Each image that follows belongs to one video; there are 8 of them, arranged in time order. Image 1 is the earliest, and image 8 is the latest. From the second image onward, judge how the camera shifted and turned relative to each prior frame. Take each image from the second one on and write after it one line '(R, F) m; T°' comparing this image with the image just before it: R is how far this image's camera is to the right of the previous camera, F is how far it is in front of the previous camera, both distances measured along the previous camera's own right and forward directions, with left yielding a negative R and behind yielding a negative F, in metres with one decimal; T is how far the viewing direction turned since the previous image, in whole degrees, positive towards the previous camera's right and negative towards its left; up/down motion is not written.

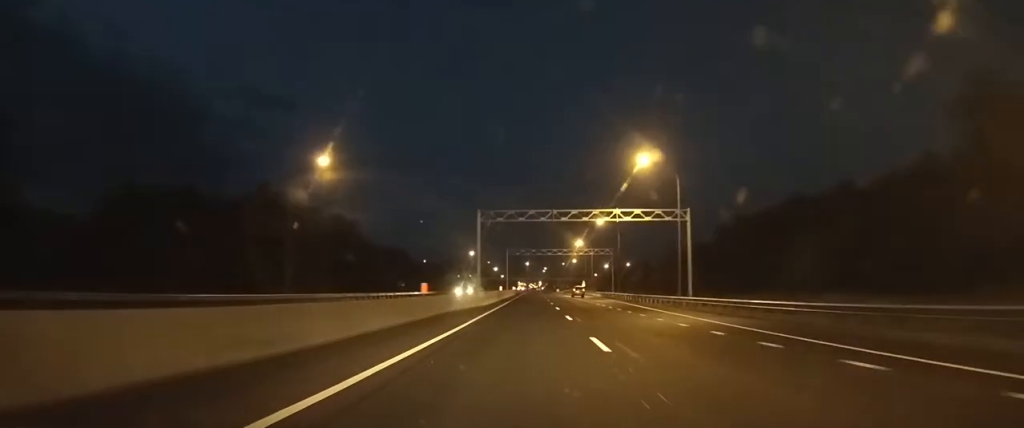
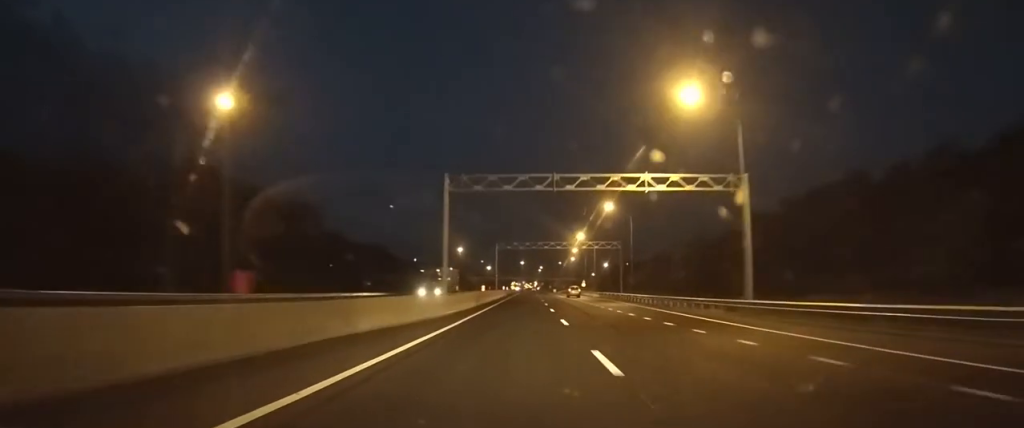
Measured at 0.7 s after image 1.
(-0.1, +15.3) m; 0°
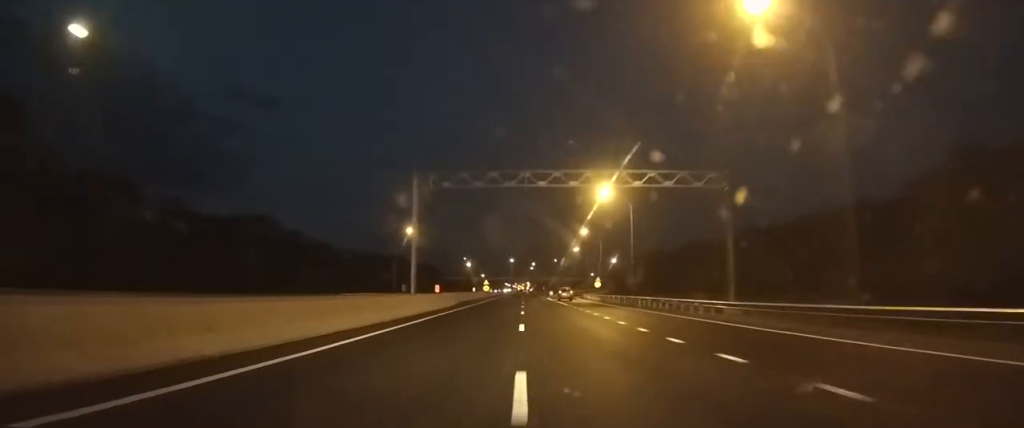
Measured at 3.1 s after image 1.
(+0.1, +50.8) m; 0°
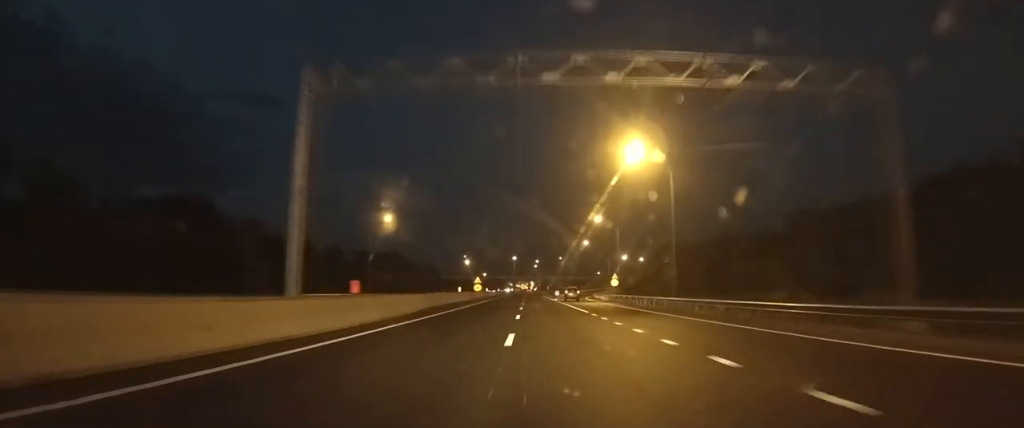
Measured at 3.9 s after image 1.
(0.0, +16.5) m; 0°
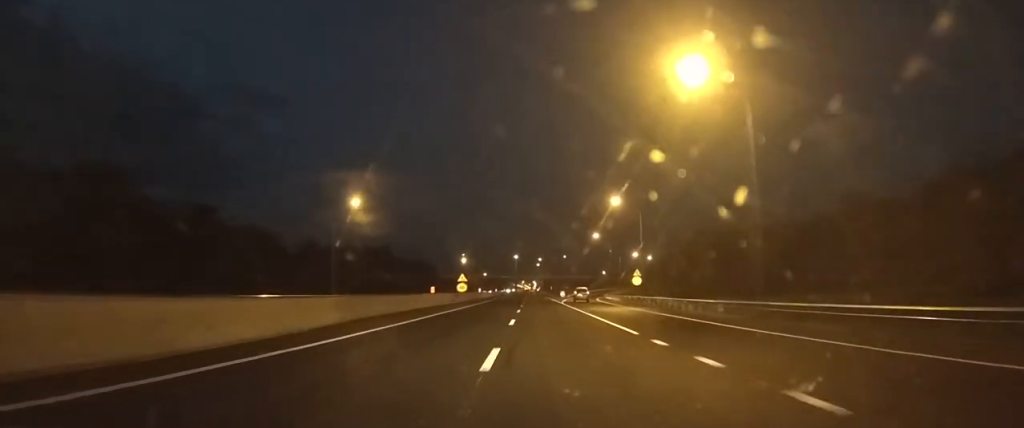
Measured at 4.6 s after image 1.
(0.0, +15.9) m; -1°
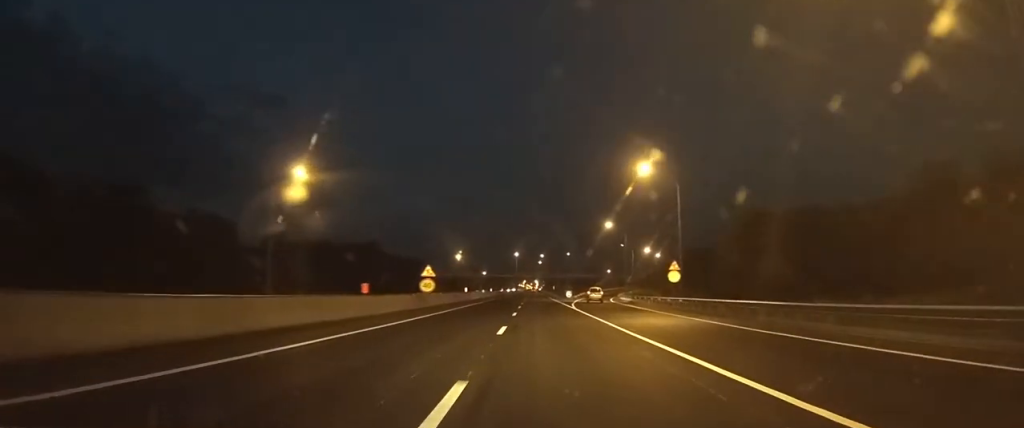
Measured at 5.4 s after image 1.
(-0.1, +16.7) m; -1°
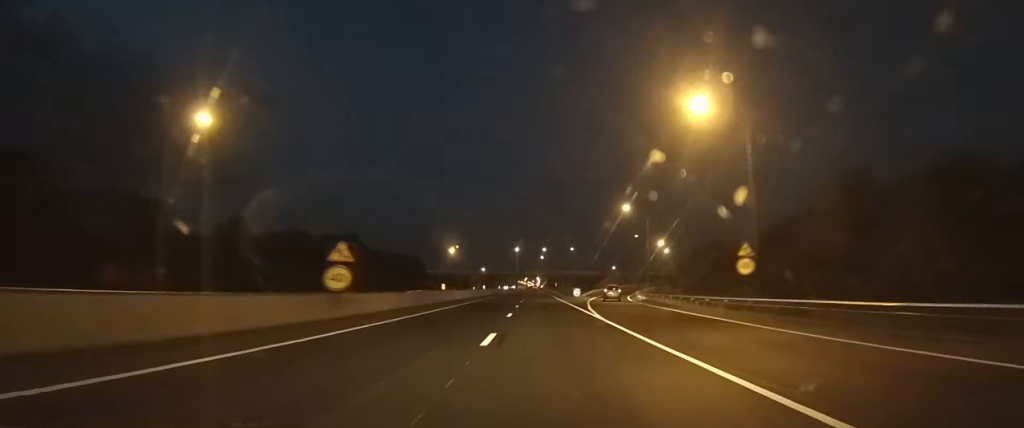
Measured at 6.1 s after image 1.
(-0.1, +16.0) m; 0°
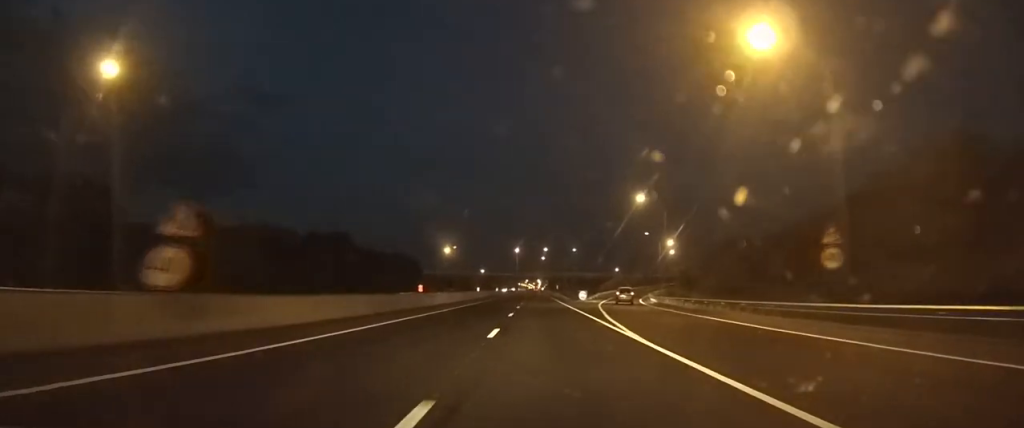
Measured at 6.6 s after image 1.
(0.0, +9.5) m; 0°
